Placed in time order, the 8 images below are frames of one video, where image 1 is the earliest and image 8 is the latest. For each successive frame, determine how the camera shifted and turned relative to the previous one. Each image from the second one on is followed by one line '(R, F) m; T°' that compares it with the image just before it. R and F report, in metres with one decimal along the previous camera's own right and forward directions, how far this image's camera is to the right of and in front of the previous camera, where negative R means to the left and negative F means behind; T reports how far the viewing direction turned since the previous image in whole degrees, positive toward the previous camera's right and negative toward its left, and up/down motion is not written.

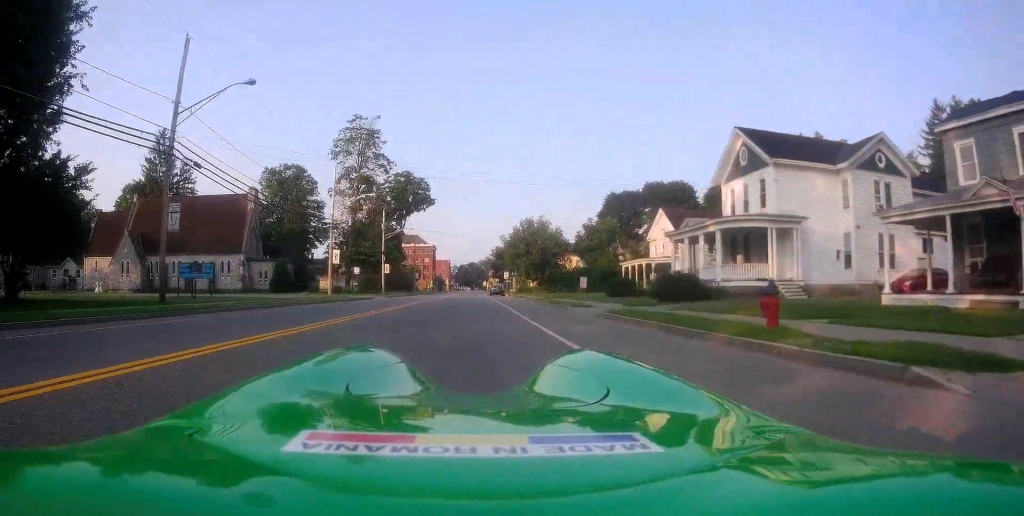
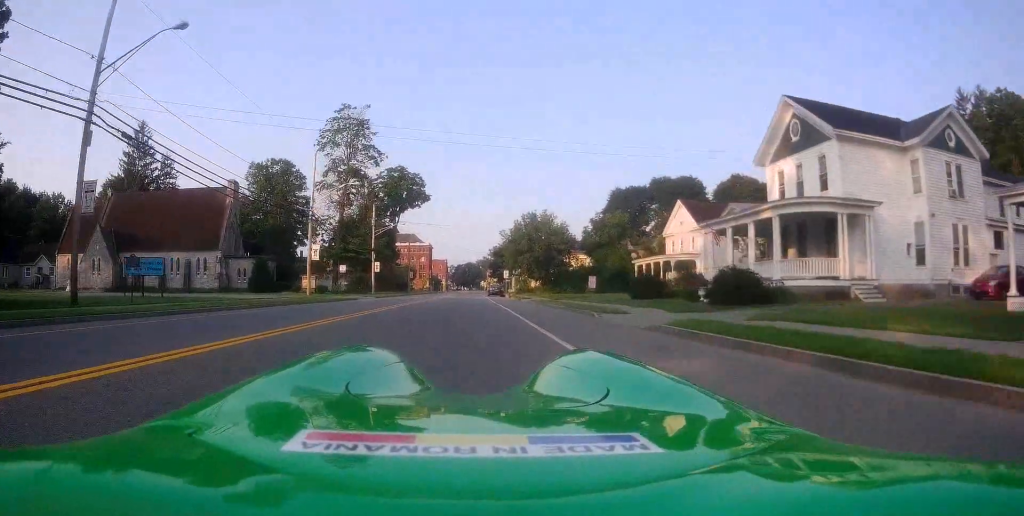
(-0.1, +6.1) m; -1°
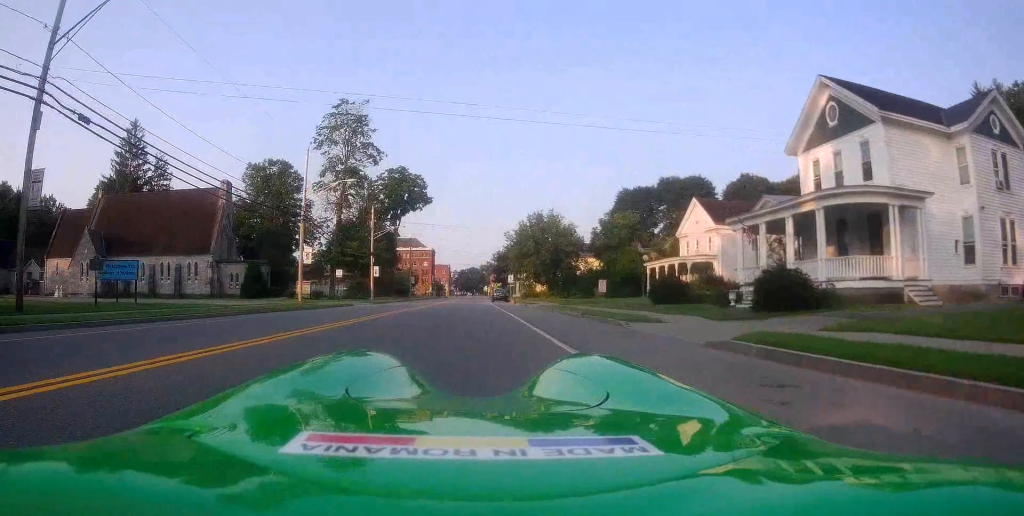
(-0.1, +3.2) m; -1°
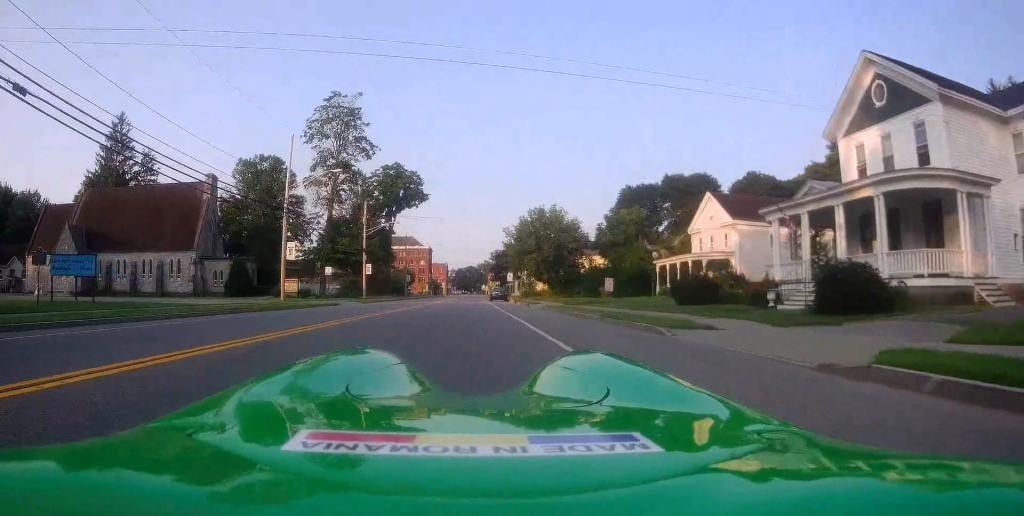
(0.0, +3.5) m; +1°
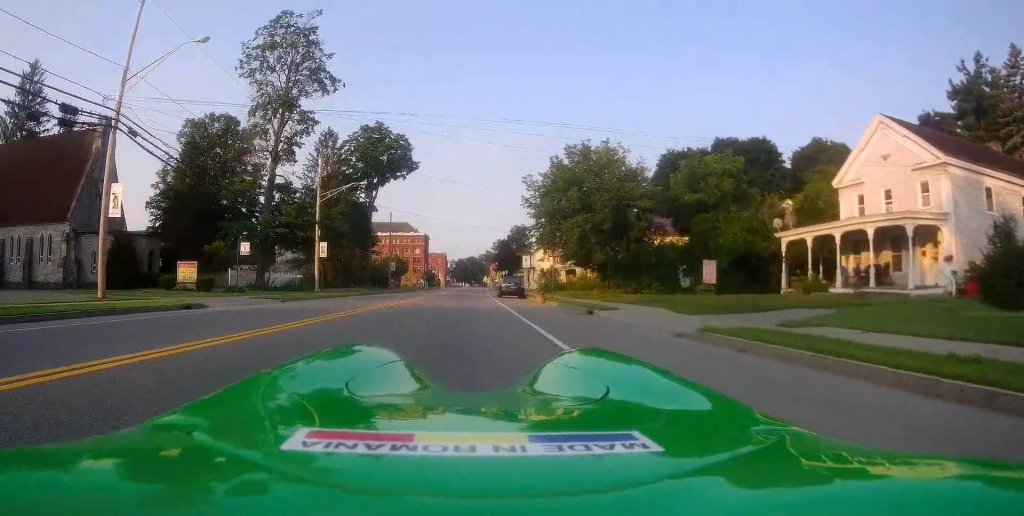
(-0.2, +21.8) m; -2°
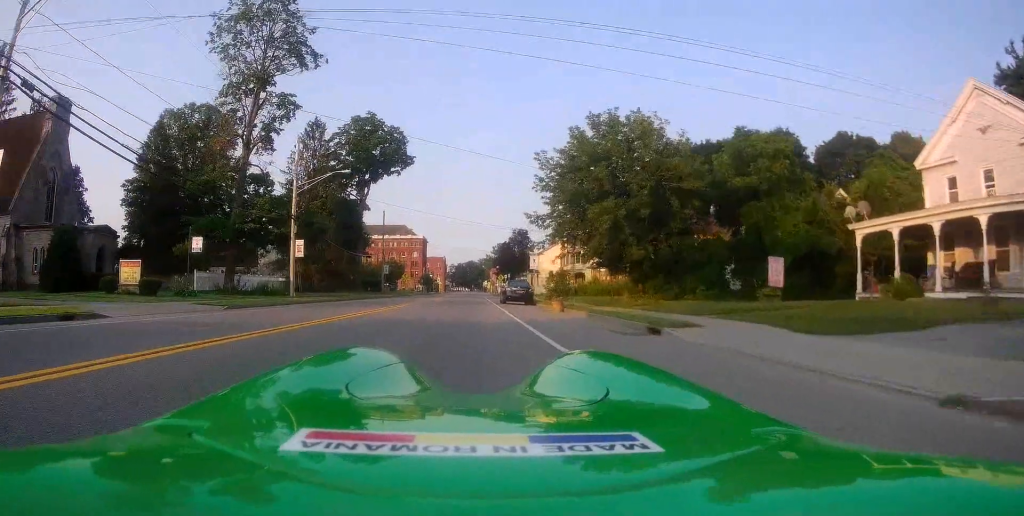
(+0.1, +6.9) m; +3°
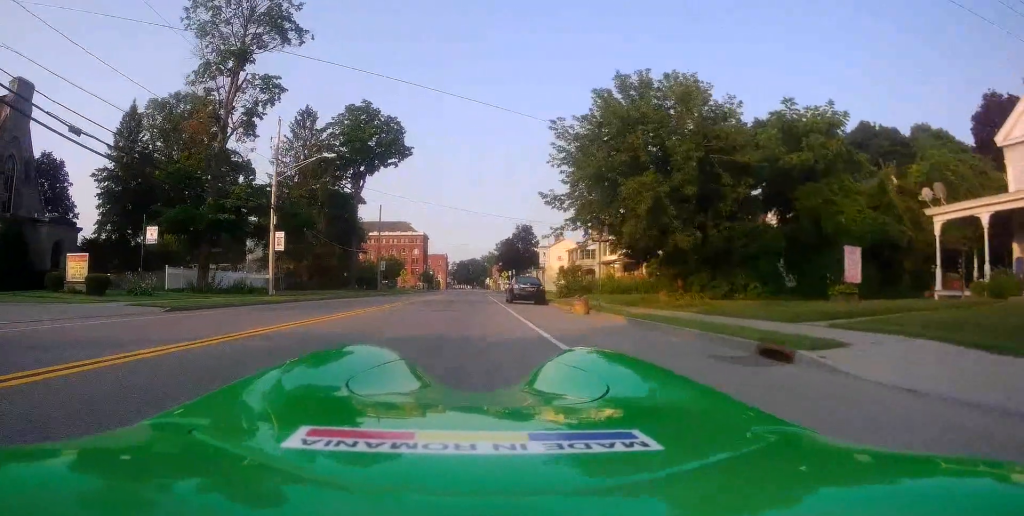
(+0.2, +5.0) m; 0°
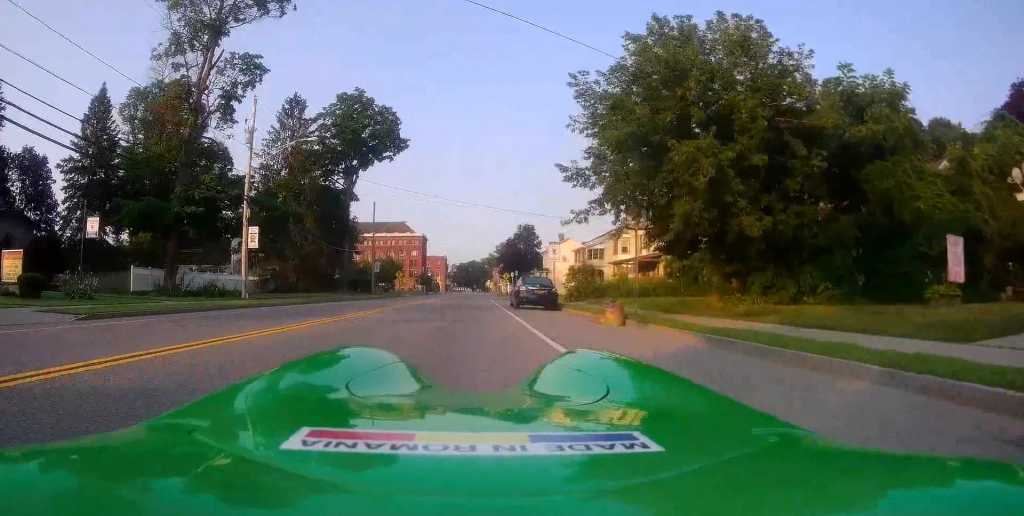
(0.0, +5.0) m; 0°
